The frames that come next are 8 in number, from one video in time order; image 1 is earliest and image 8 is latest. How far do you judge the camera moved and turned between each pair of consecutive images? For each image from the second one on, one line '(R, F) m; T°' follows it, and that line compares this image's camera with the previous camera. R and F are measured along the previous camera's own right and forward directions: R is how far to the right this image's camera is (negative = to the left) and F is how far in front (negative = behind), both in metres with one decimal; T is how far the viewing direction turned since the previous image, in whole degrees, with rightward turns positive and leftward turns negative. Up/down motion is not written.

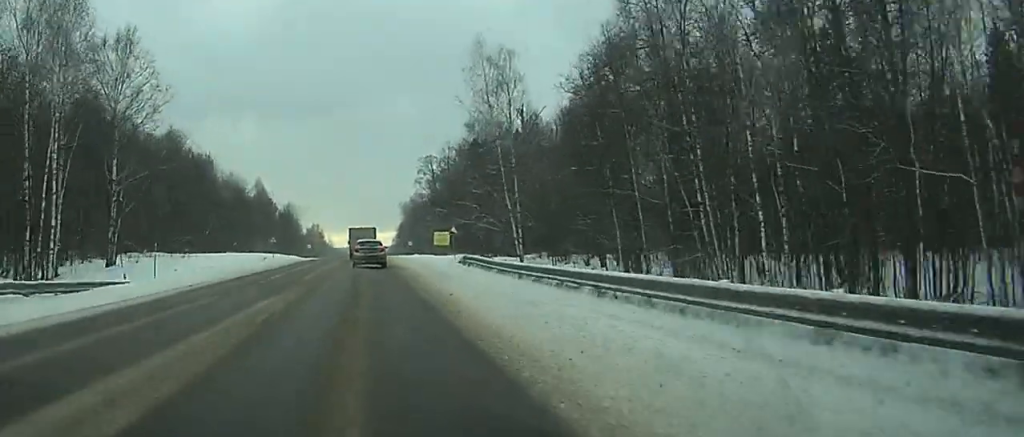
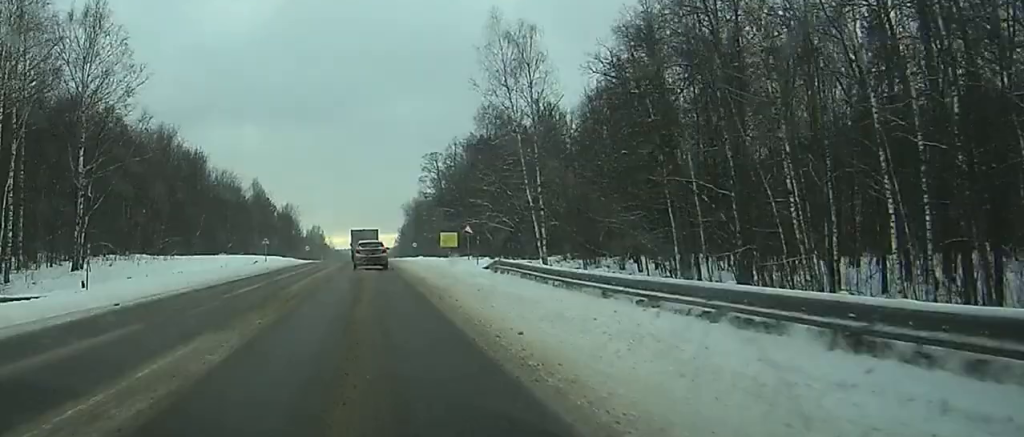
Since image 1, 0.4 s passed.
(0.0, +9.9) m; 0°
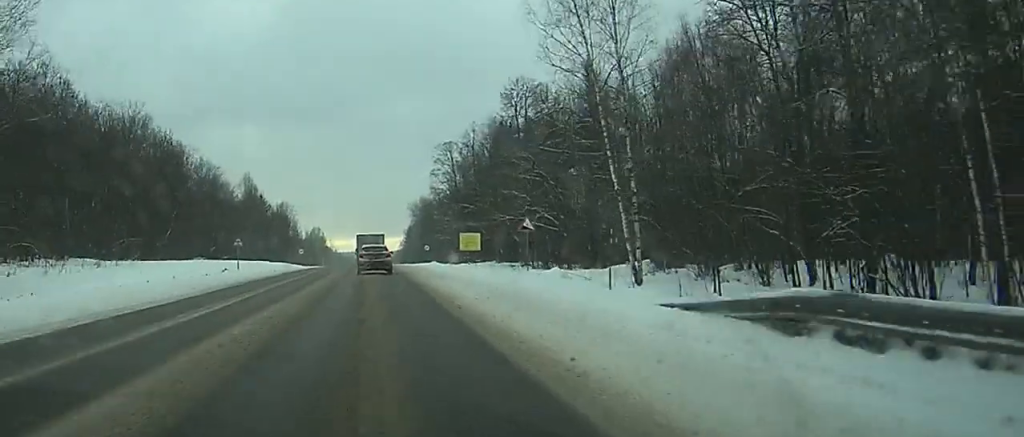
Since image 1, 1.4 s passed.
(0.0, +24.2) m; +1°
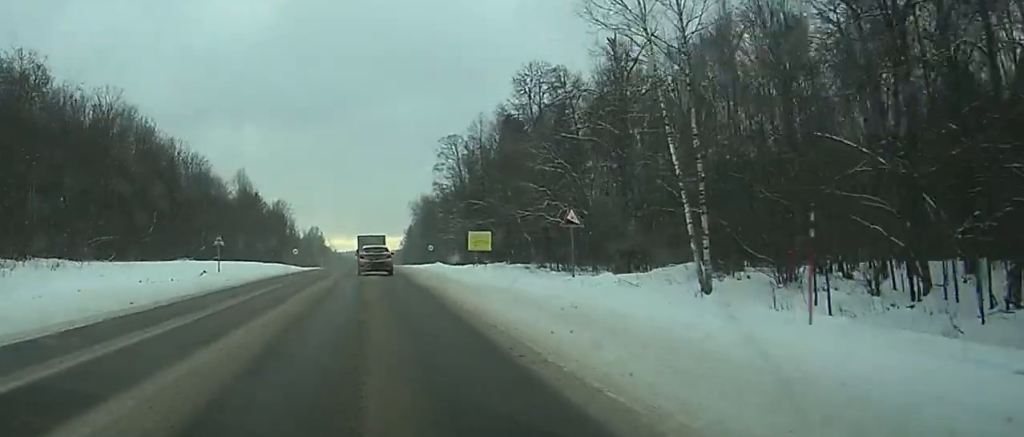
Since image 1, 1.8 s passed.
(+0.1, +9.9) m; 0°
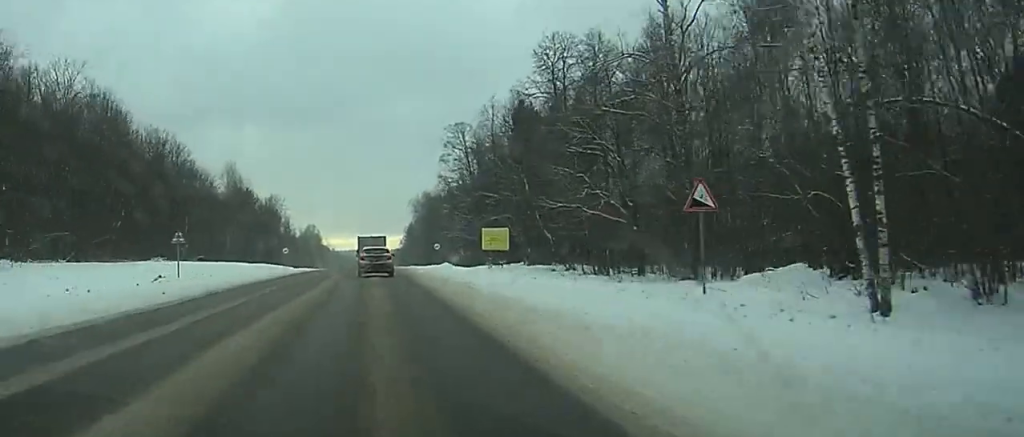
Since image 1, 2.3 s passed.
(+0.1, +14.0) m; 0°
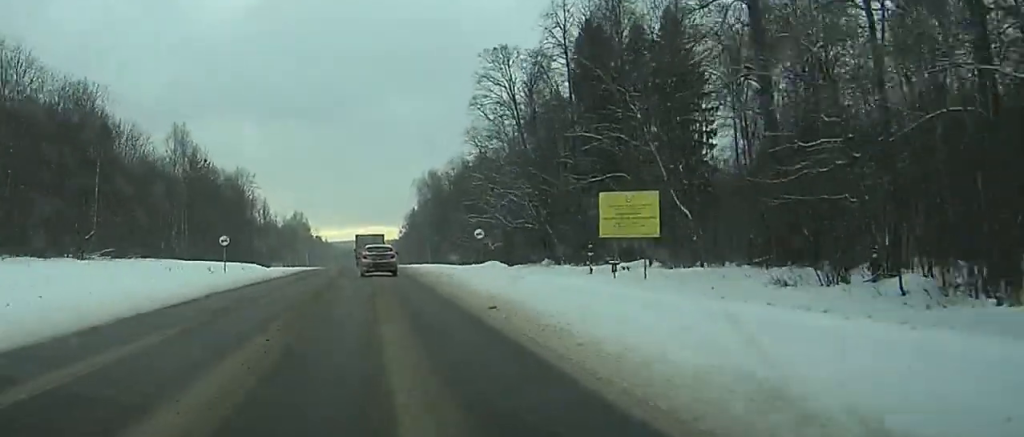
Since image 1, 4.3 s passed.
(-0.4, +39.6) m; -1°
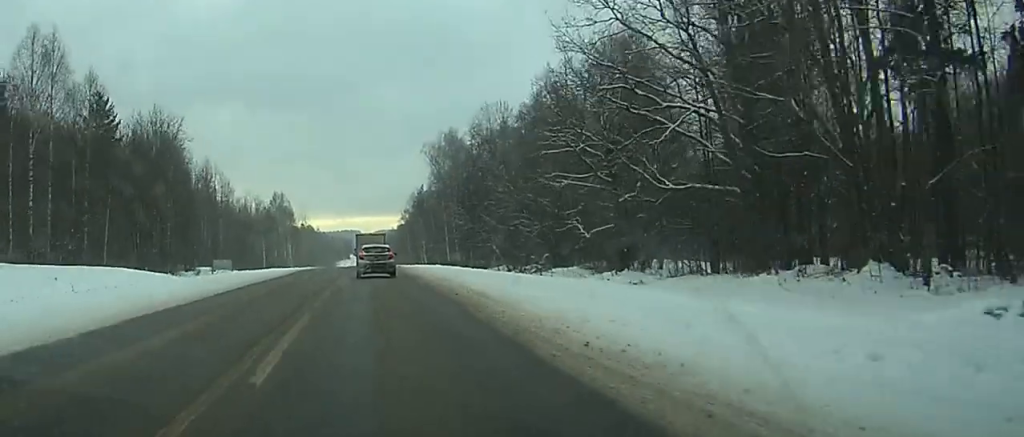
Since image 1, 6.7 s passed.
(0.0, +52.2) m; +1°
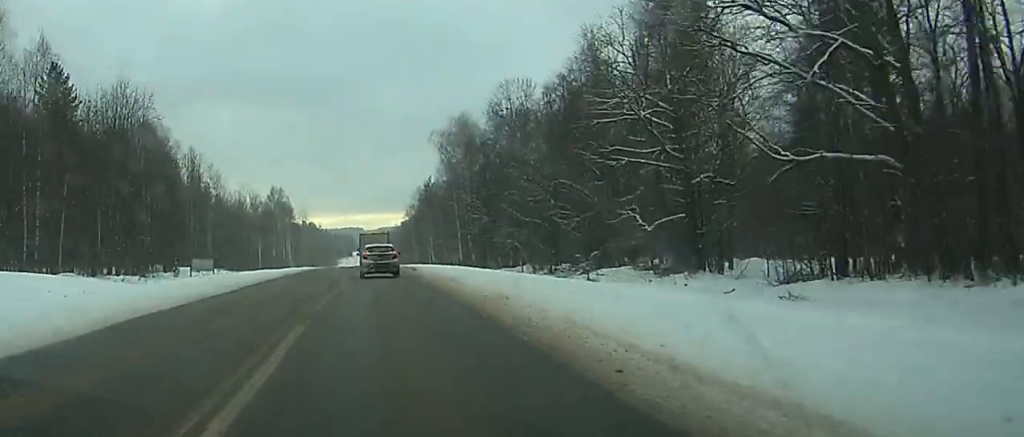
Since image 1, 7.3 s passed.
(+0.1, +14.3) m; 0°
